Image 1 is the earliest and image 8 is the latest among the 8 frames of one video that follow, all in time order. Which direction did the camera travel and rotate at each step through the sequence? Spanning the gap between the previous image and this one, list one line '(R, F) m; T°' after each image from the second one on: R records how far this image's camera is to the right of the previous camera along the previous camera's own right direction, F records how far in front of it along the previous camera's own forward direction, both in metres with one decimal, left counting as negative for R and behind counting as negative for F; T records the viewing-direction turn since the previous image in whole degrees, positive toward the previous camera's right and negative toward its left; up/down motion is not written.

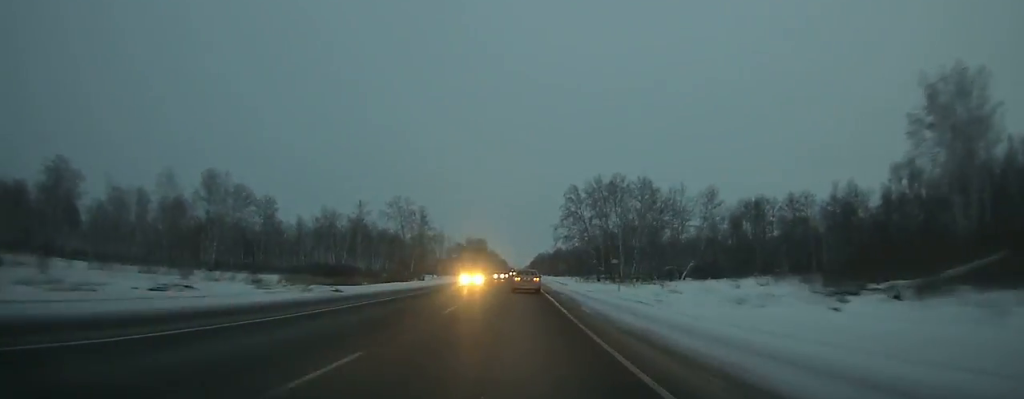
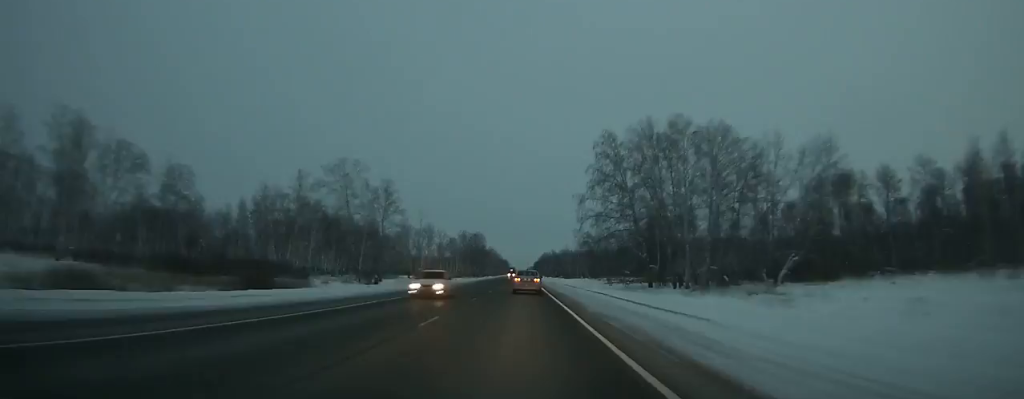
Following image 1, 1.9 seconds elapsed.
(+0.2, +51.8) m; 0°
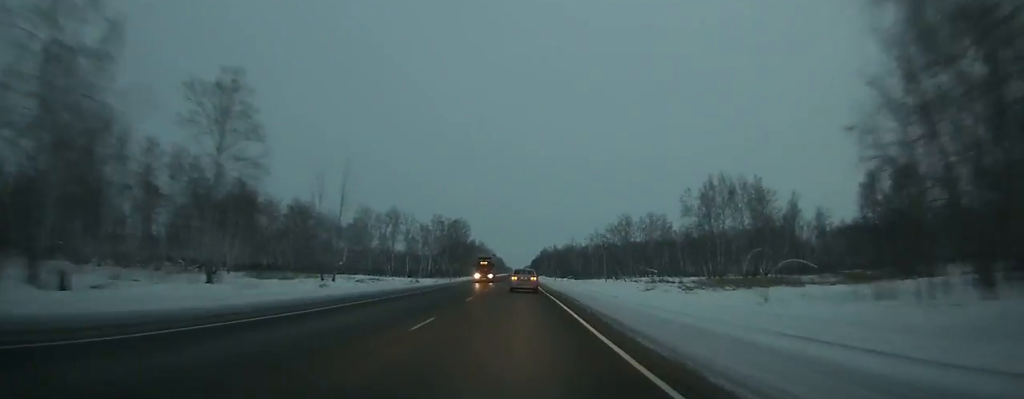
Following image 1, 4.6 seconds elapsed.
(0.0, +73.2) m; 0°
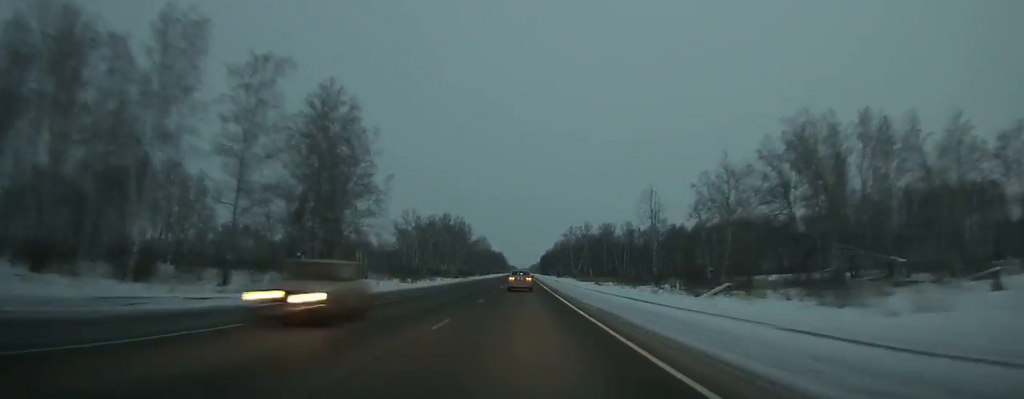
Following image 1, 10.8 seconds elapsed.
(-1.1, +166.8) m; 0°
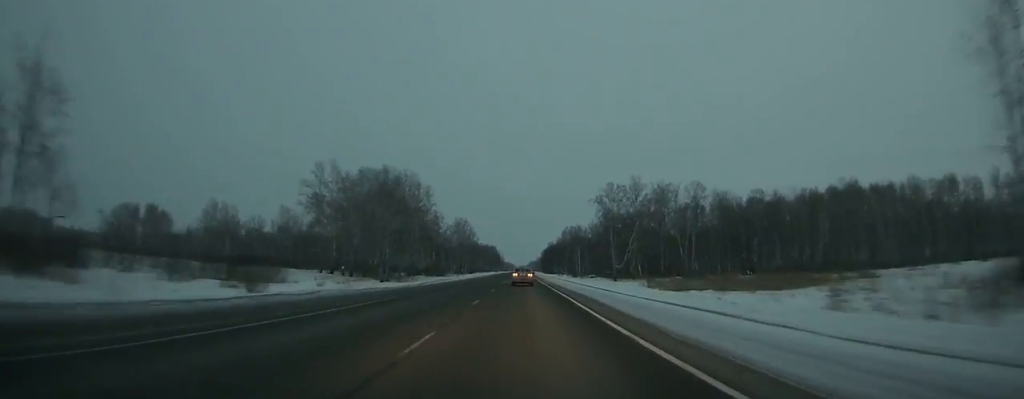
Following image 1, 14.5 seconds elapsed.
(+0.2, +99.9) m; 0°
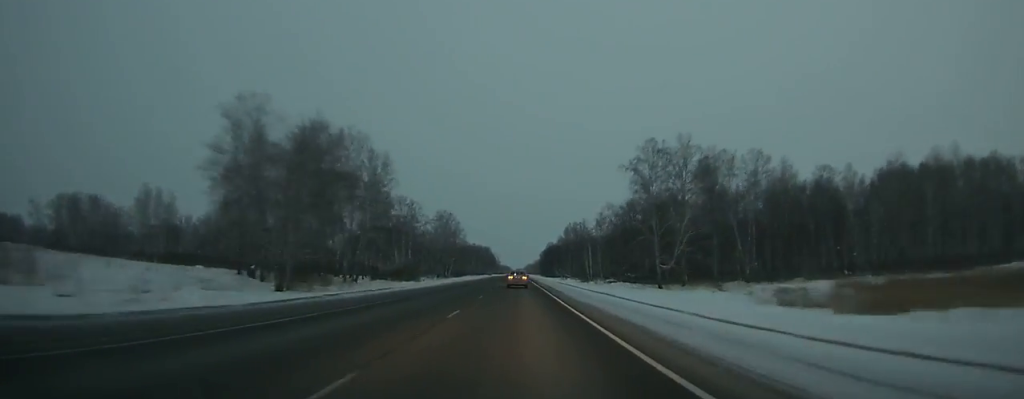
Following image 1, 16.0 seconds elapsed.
(+0.1, +40.8) m; 0°
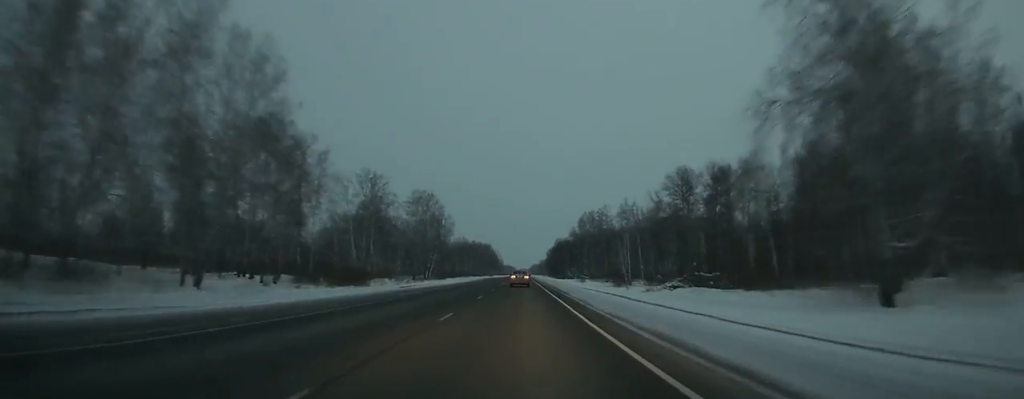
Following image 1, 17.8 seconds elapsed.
(+0.1, +49.2) m; 0°
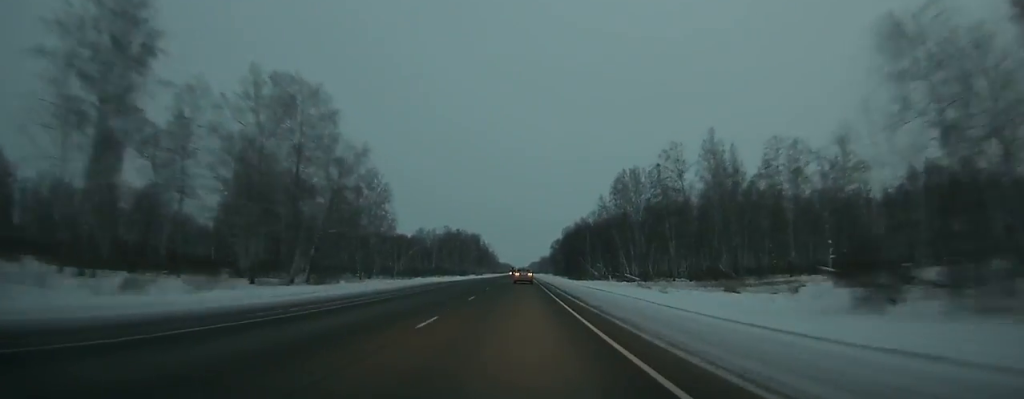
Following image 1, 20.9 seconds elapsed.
(-0.2, +85.2) m; 0°
